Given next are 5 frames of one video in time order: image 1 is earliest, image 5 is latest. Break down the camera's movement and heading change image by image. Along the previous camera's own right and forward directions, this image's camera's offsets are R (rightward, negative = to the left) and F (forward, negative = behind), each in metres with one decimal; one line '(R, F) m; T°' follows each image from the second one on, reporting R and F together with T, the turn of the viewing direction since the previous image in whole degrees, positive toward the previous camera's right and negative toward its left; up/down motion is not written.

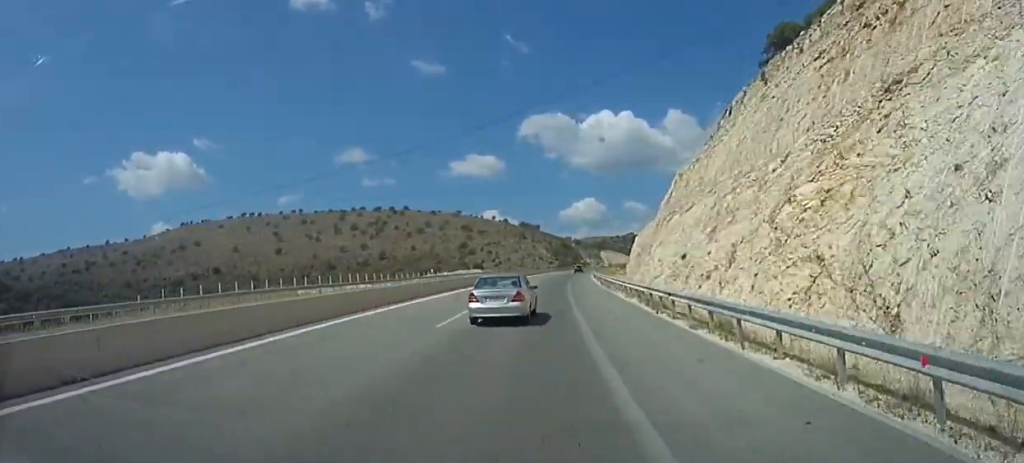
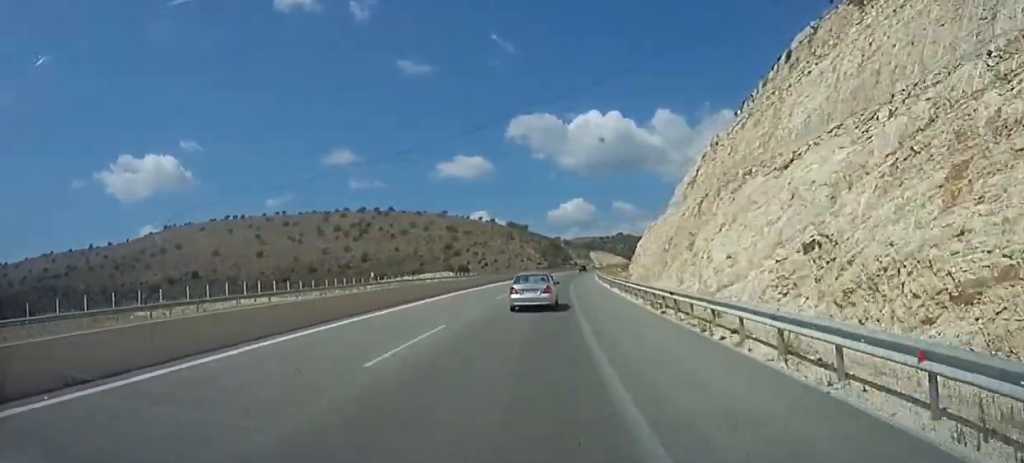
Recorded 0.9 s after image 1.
(0.0, +24.4) m; +1°
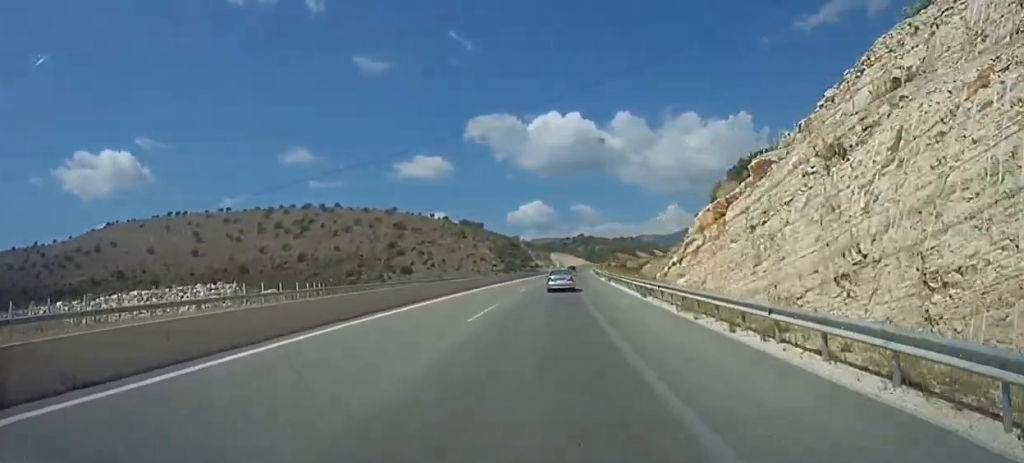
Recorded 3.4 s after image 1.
(+1.6, +66.6) m; +3°
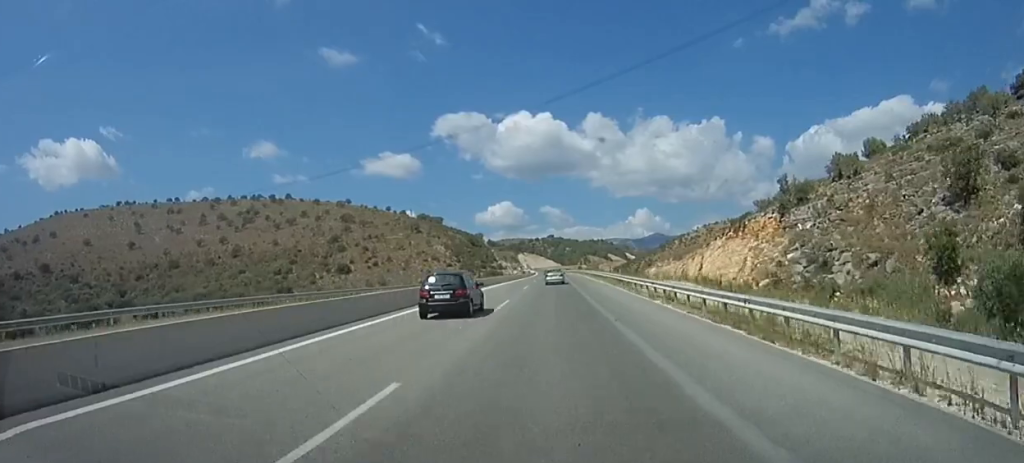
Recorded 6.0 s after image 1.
(+0.8, +69.1) m; +3°
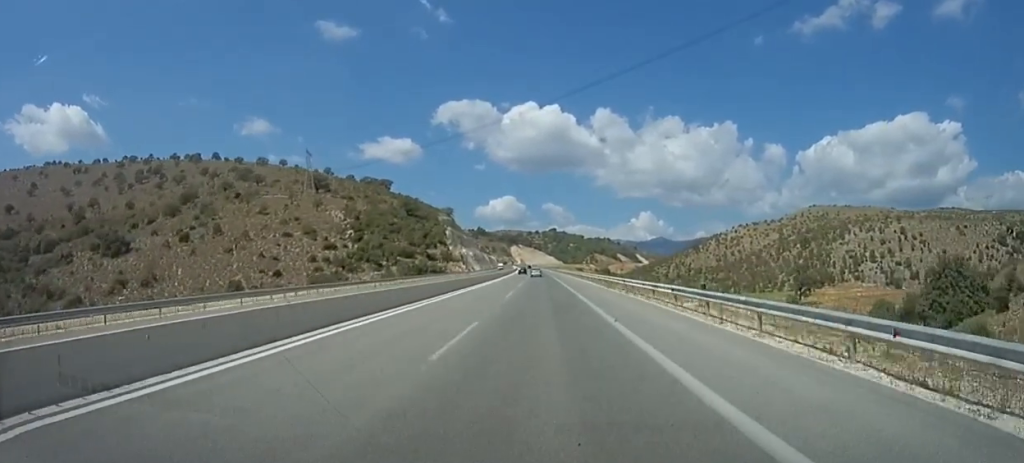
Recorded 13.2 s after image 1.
(+4.7, +197.1) m; 0°
